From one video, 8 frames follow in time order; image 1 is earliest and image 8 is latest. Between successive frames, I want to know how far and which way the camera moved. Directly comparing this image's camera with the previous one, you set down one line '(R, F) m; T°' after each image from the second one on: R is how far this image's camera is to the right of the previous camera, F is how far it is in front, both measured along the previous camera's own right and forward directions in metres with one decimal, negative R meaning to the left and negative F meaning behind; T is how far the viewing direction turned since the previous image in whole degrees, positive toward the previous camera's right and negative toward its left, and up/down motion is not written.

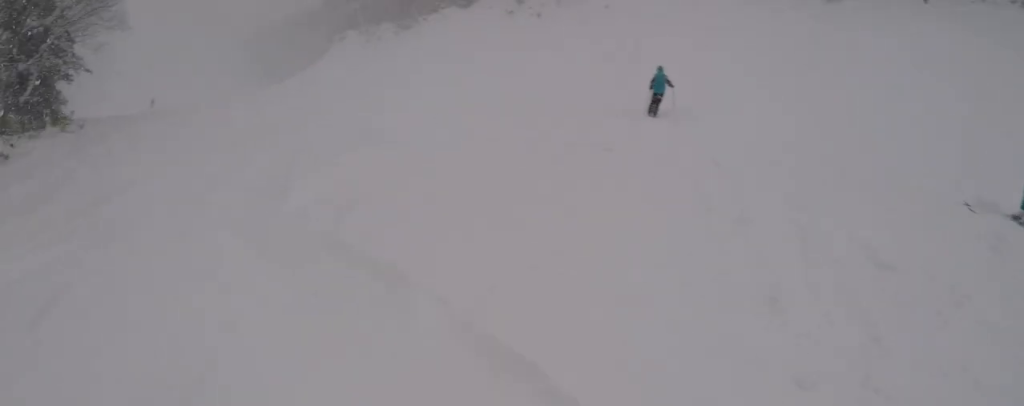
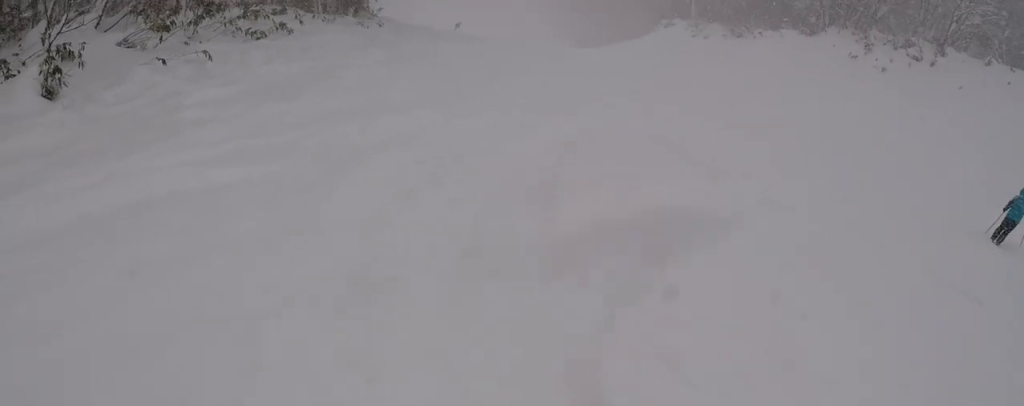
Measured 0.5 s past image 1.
(-0.5, +2.5) m; -5°
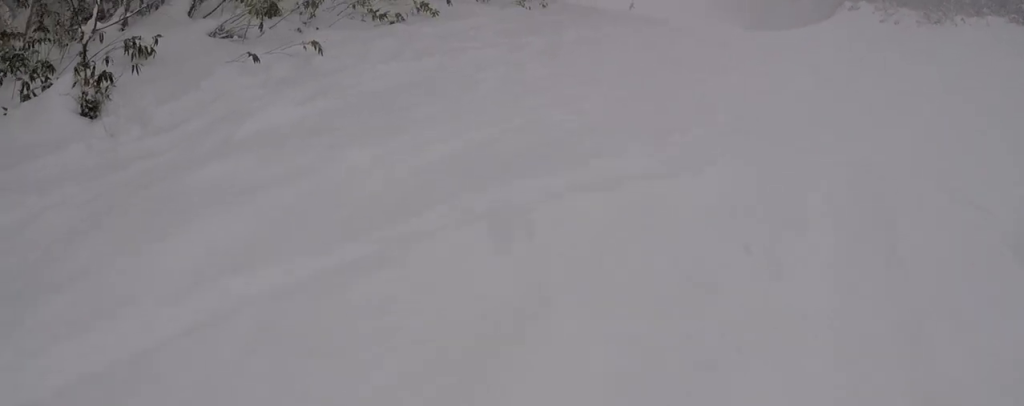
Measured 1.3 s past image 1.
(-0.7, +4.2) m; -5°
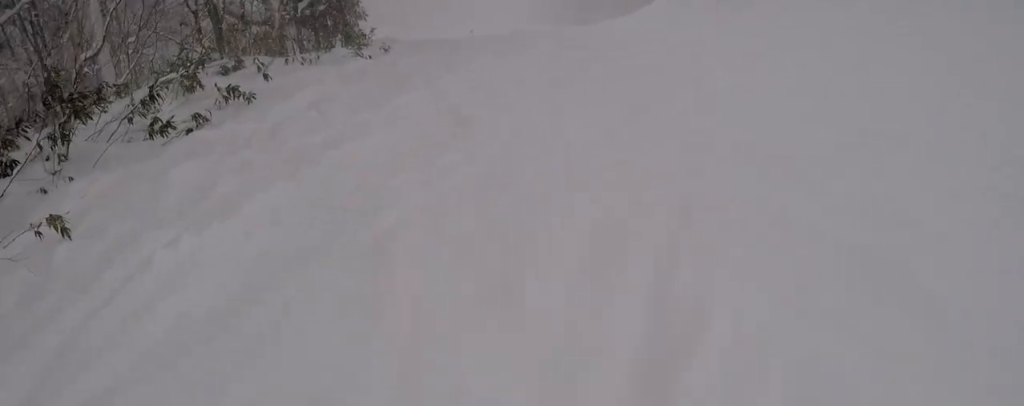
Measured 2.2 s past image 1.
(+0.2, +4.9) m; +10°
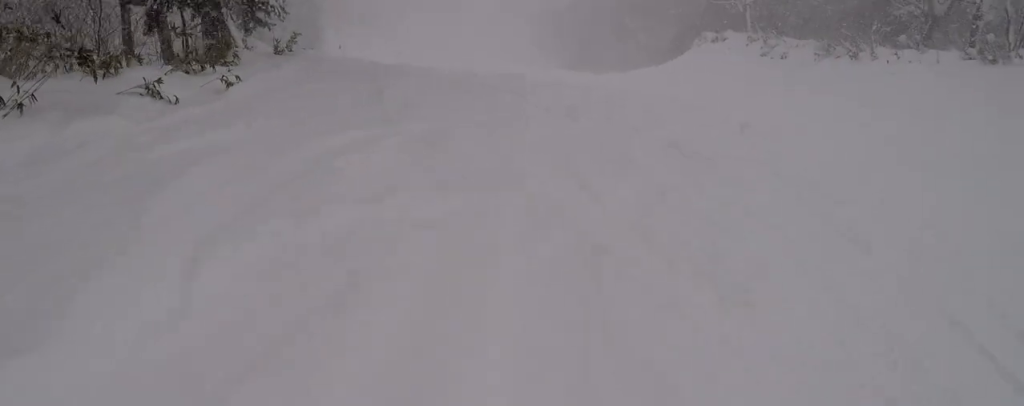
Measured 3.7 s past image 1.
(+1.3, +9.8) m; +10°
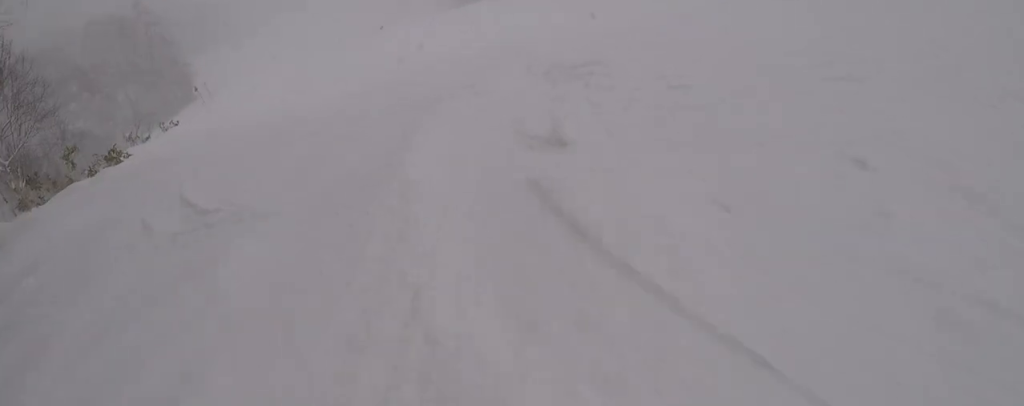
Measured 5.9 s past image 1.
(+0.3, +14.2) m; -12°
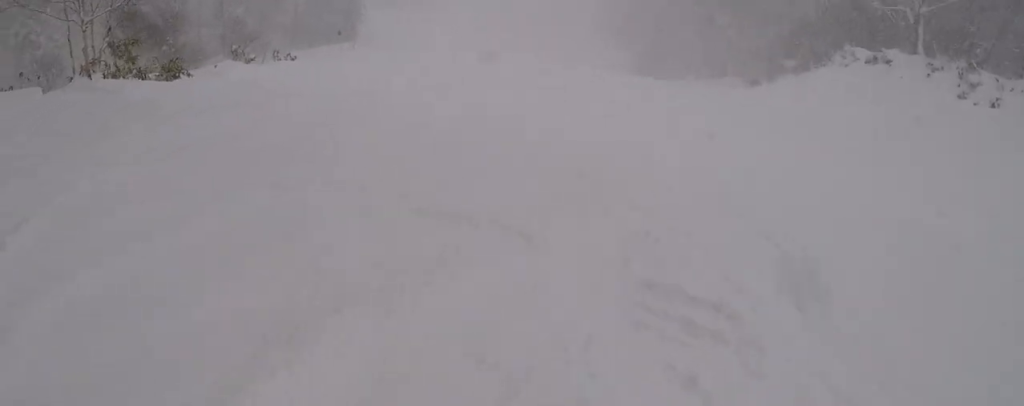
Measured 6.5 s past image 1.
(-0.5, +3.5) m; -7°
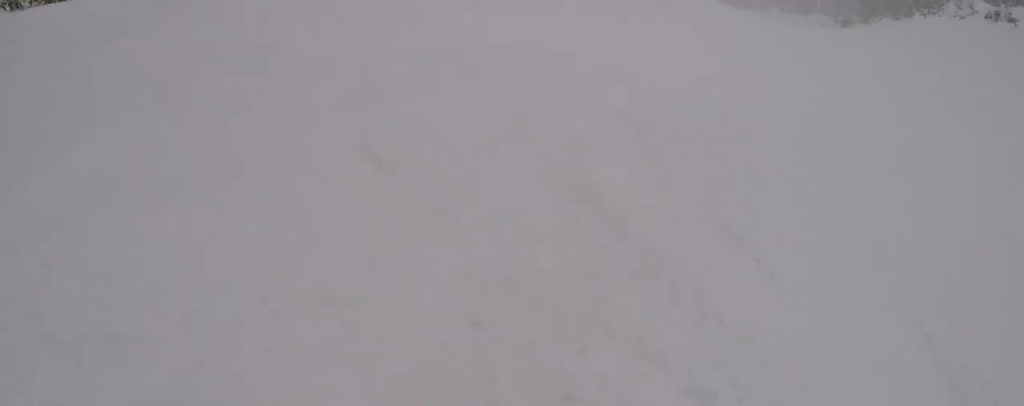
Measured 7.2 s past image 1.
(-0.5, +4.4) m; -7°
